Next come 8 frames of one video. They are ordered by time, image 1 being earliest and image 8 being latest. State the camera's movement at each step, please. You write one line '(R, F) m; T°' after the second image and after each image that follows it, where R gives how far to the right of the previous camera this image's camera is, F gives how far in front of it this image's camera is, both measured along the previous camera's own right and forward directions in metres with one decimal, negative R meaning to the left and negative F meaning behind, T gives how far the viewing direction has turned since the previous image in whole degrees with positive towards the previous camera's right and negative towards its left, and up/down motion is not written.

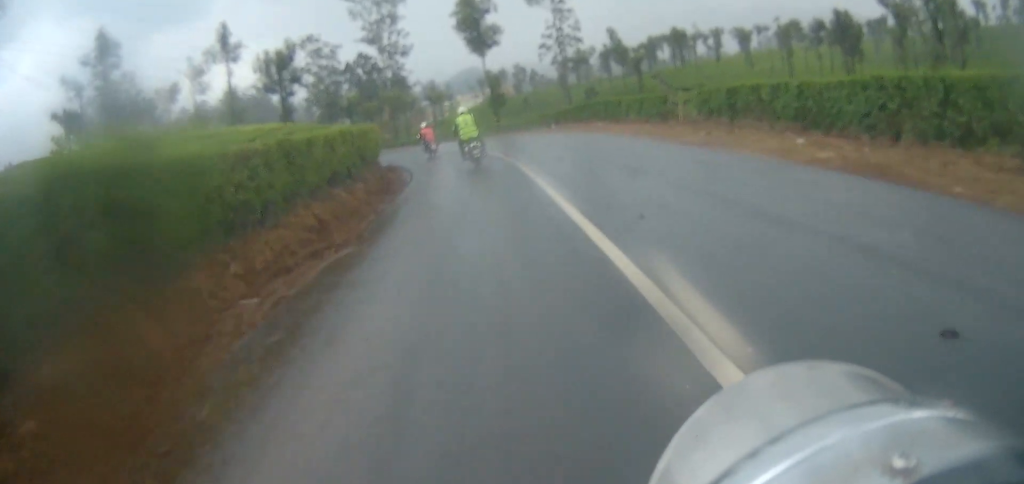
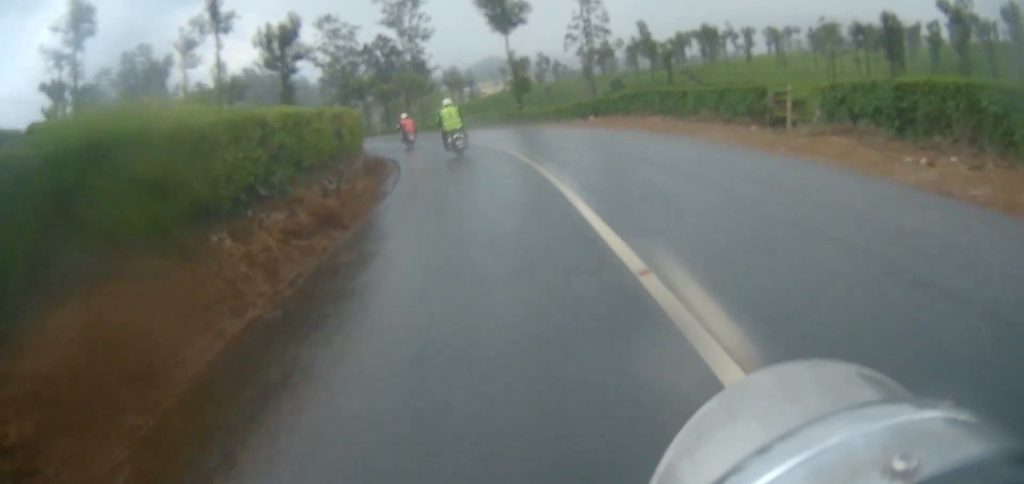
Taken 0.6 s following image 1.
(-0.3, +6.9) m; -2°
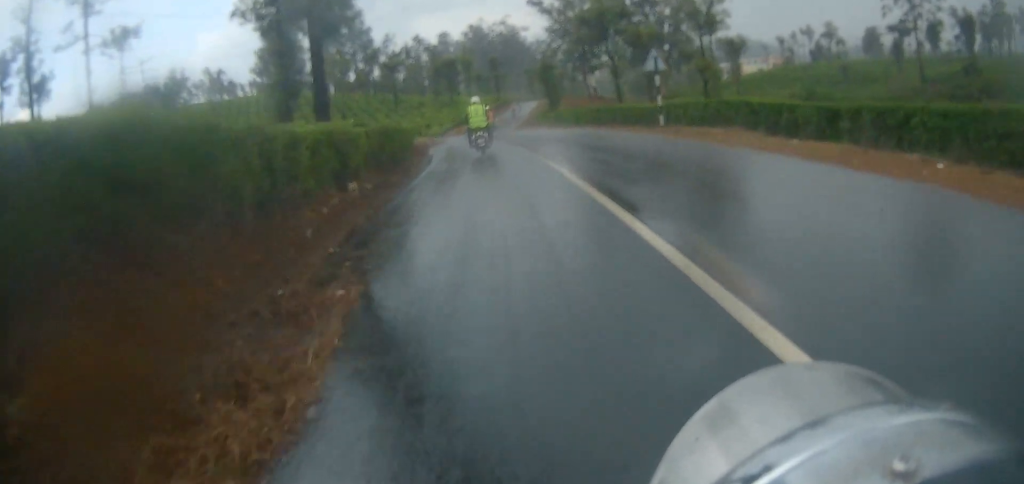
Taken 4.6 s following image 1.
(-9.0, +49.9) m; -19°
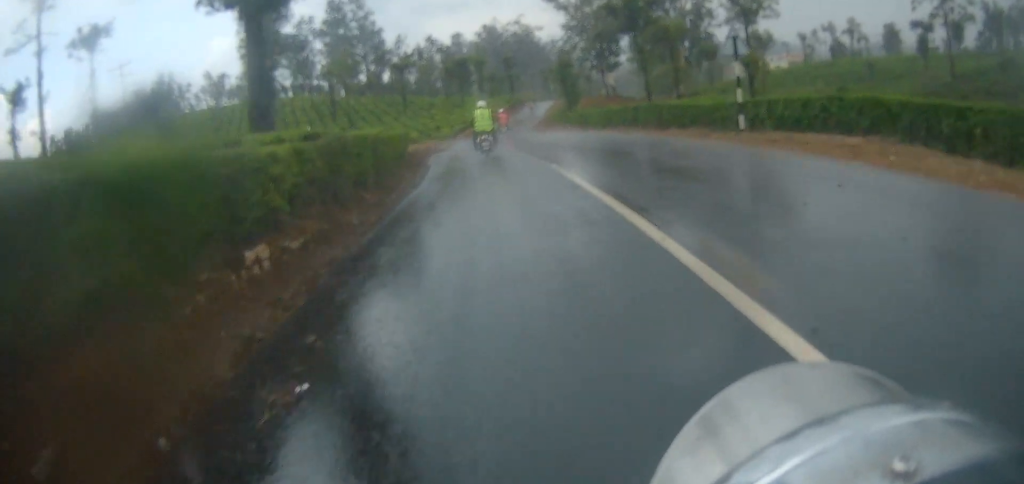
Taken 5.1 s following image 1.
(+0.1, +6.4) m; -1°
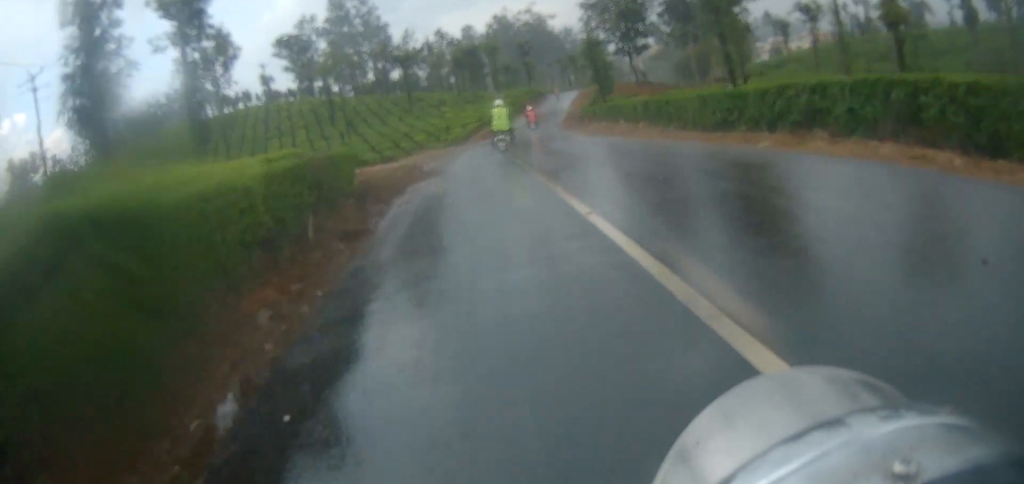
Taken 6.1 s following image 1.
(-0.4, +14.1) m; -2°
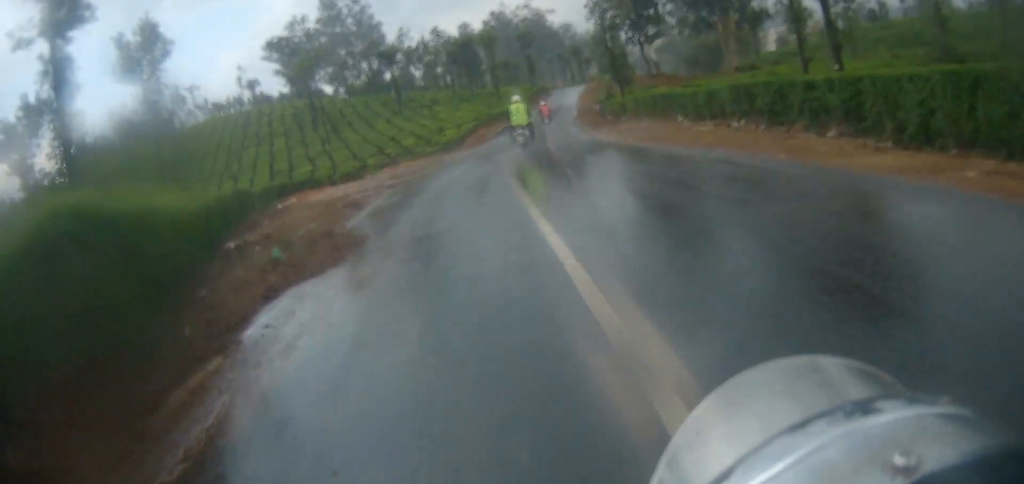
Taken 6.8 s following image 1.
(0.0, +11.2) m; +1°
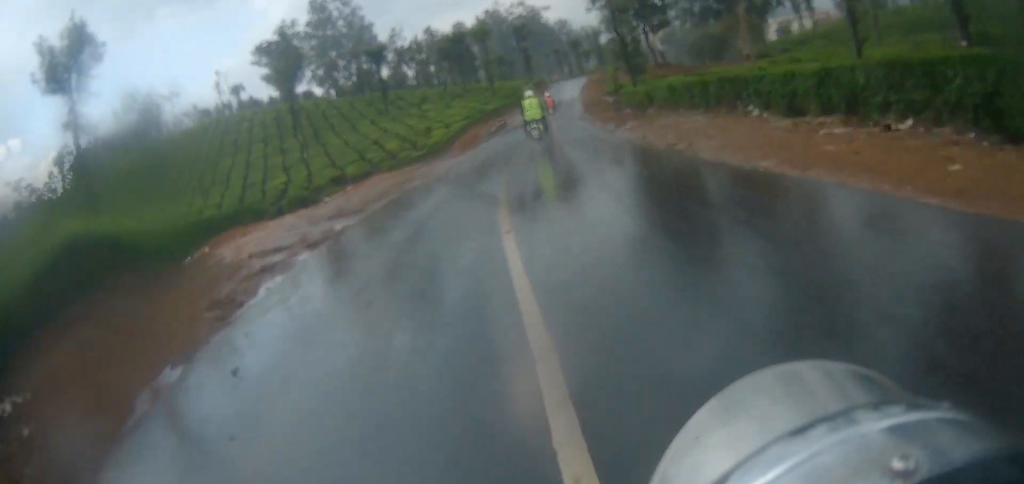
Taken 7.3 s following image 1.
(0.0, +7.4) m; +1°
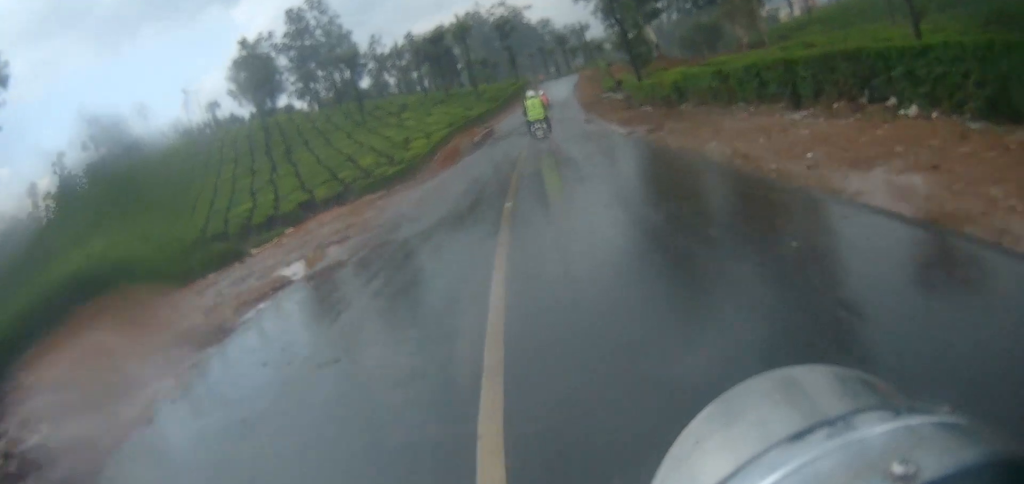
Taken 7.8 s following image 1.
(+0.1, +6.9) m; +1°
